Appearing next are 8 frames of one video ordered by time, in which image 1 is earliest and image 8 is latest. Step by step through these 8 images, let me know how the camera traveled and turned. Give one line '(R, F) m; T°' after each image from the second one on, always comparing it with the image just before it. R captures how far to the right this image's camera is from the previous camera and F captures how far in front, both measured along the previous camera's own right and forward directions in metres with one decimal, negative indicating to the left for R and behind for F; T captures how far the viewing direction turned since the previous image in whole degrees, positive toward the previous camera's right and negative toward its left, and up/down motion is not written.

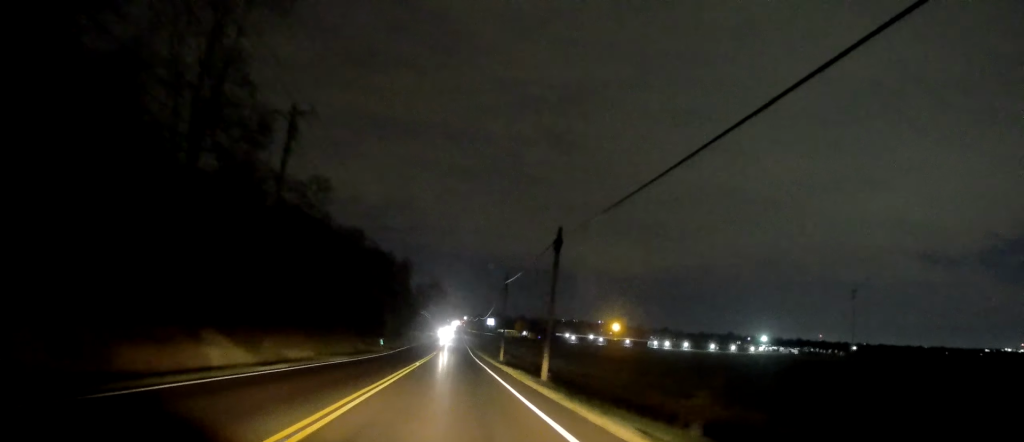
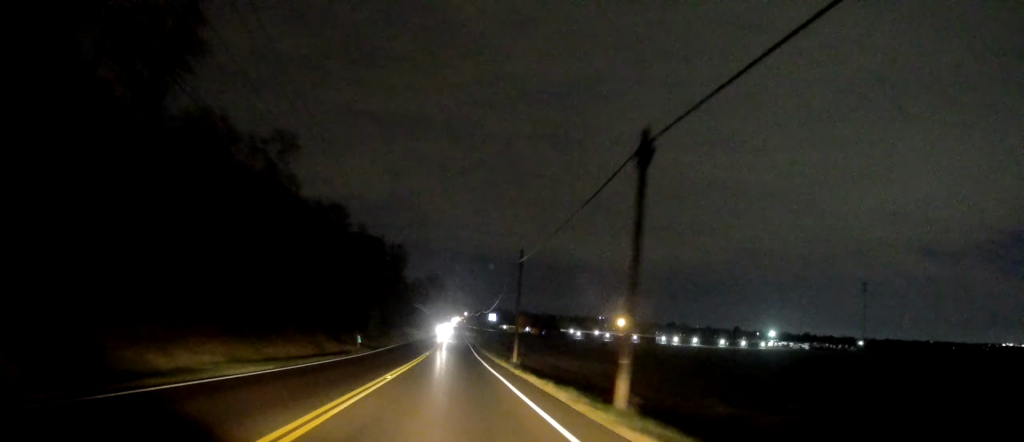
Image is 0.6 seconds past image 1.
(0.0, +13.0) m; +1°
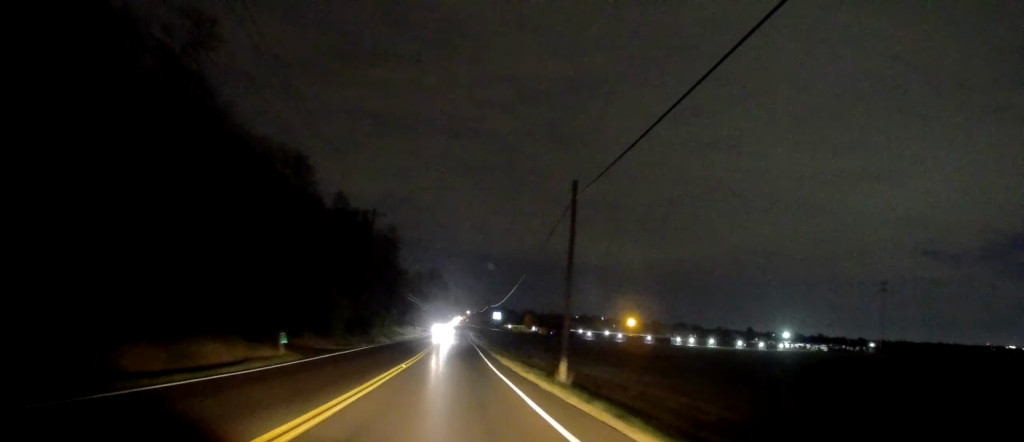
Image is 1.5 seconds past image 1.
(+0.4, +19.7) m; 0°
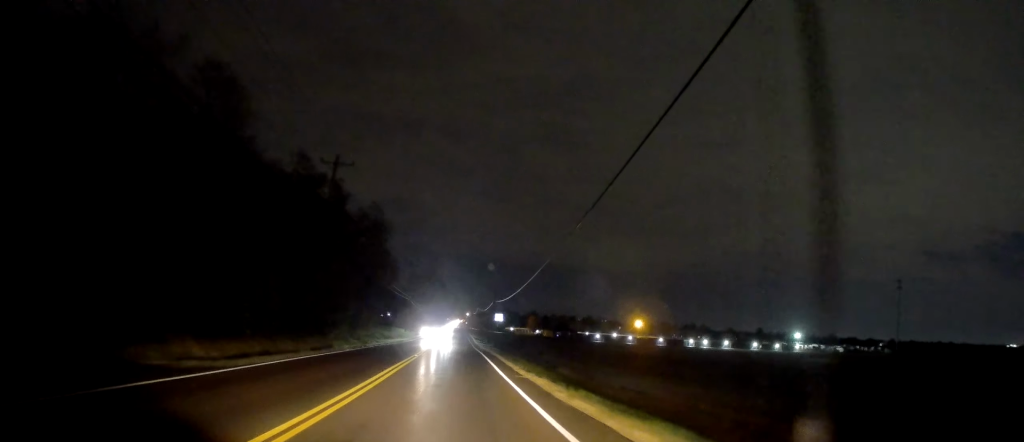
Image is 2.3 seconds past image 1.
(-0.4, +18.3) m; 0°
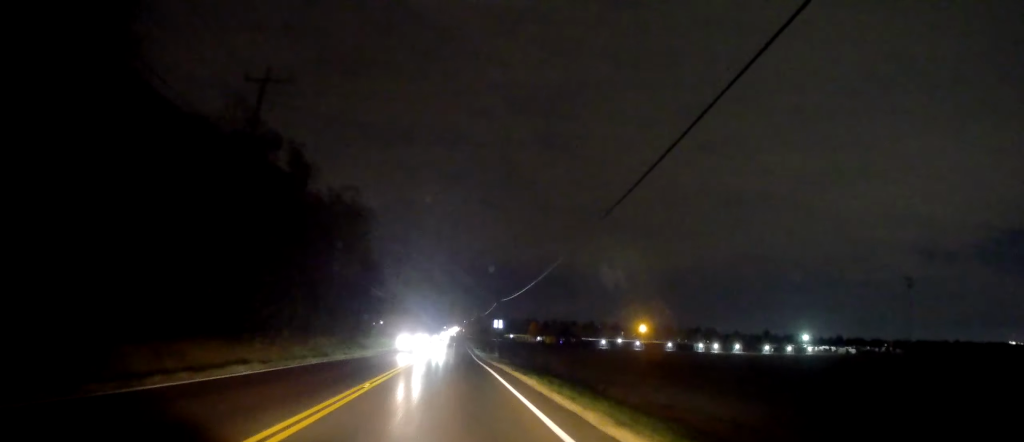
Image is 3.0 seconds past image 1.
(+0.1, +15.2) m; +1°
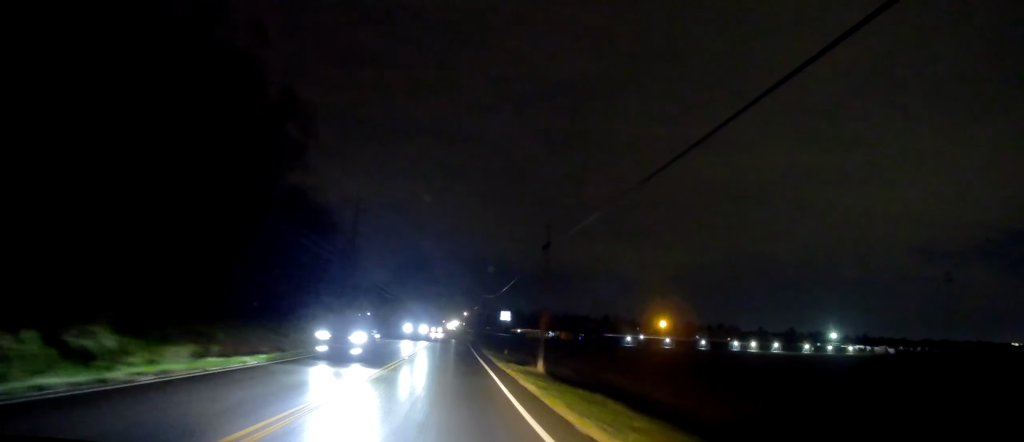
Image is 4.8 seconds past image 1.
(+0.6, +37.1) m; -1°
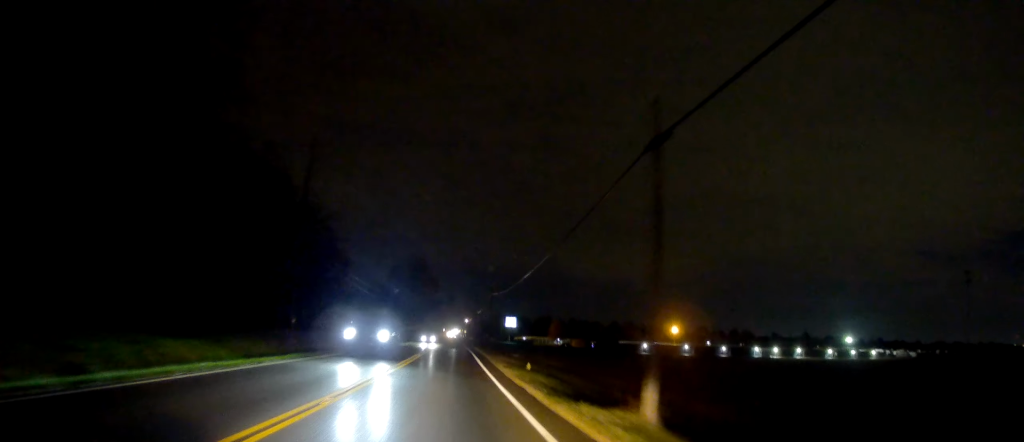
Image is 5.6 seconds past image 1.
(-0.4, +17.1) m; 0°
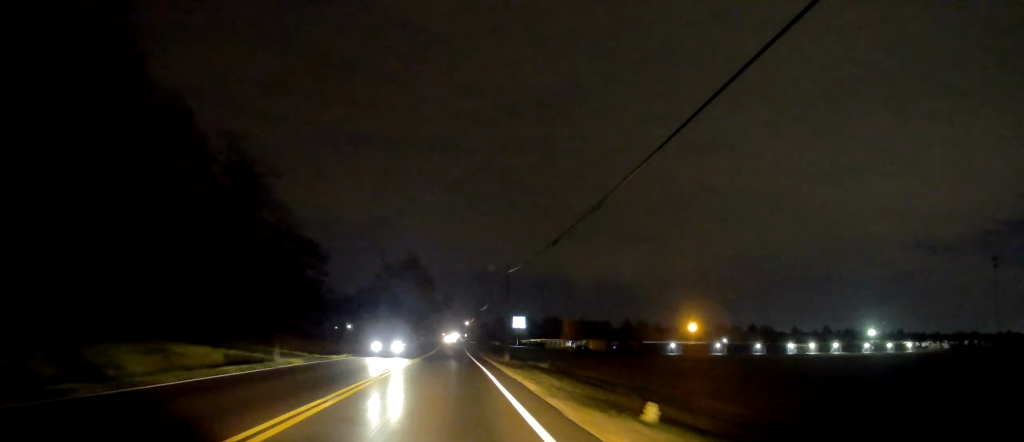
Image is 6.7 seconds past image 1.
(+0.3, +24.7) m; 0°
